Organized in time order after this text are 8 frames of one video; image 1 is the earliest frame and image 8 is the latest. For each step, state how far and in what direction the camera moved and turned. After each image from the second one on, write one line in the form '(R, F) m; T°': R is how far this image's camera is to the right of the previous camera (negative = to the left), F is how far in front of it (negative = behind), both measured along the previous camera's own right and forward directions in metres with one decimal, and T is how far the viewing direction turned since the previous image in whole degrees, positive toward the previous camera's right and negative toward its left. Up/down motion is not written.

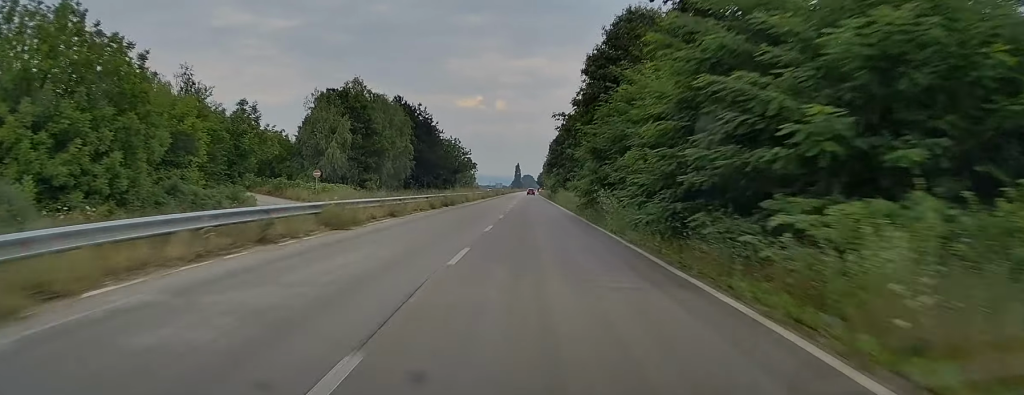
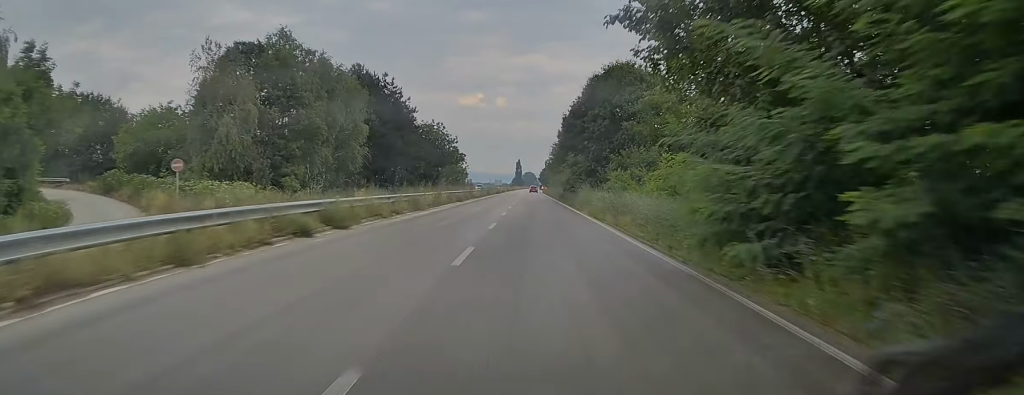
(-0.4, +27.4) m; 0°
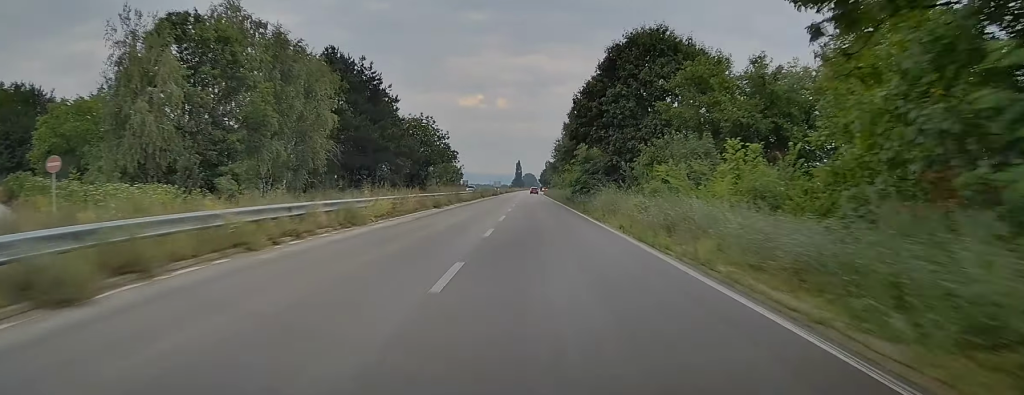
(-0.1, +11.6) m; +1°
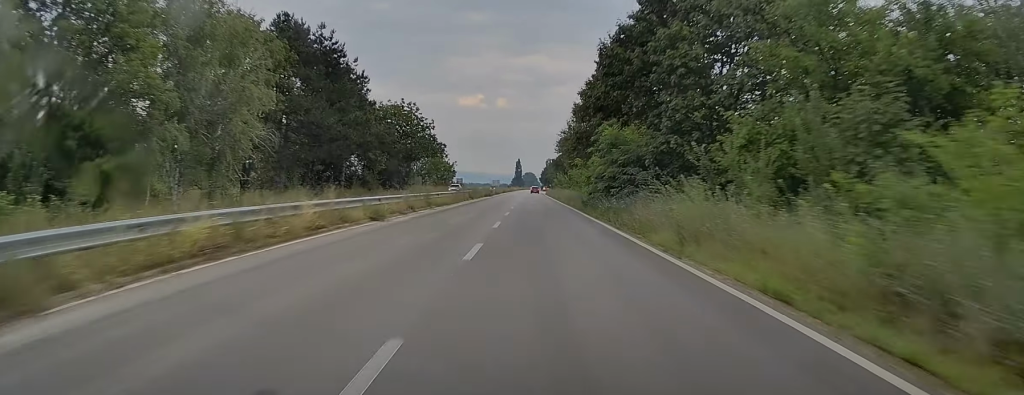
(+0.3, +14.6) m; 0°
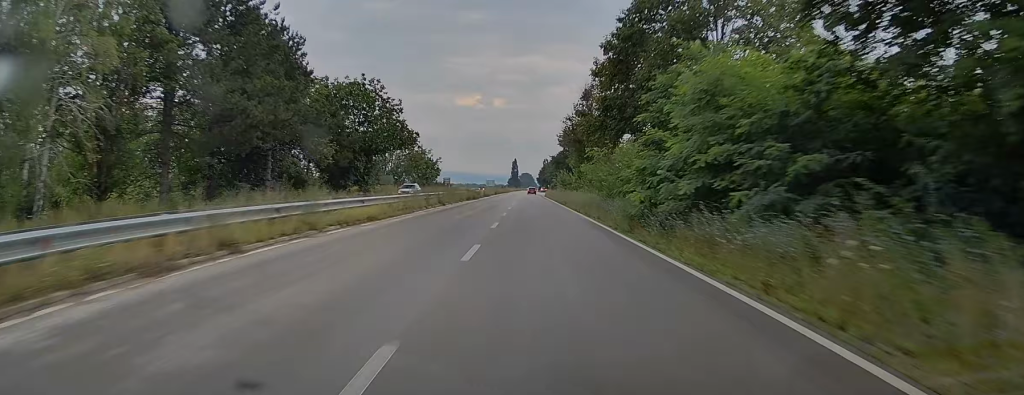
(-0.1, +18.2) m; 0°
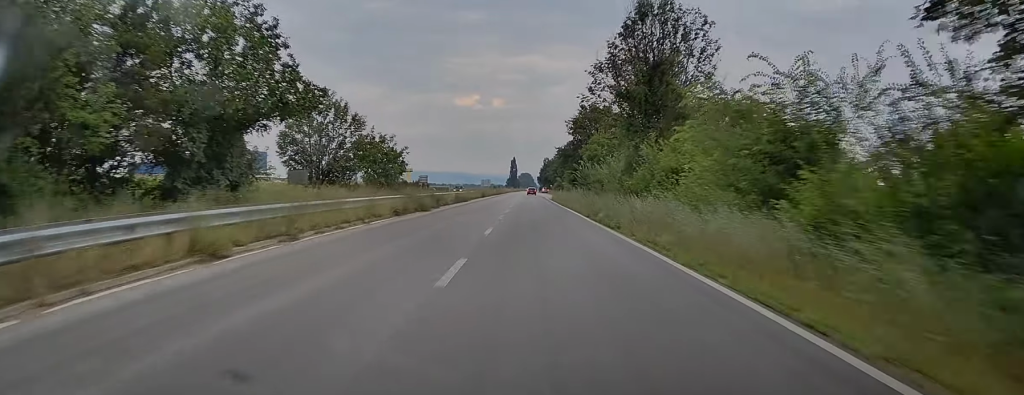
(+0.2, +29.9) m; 0°
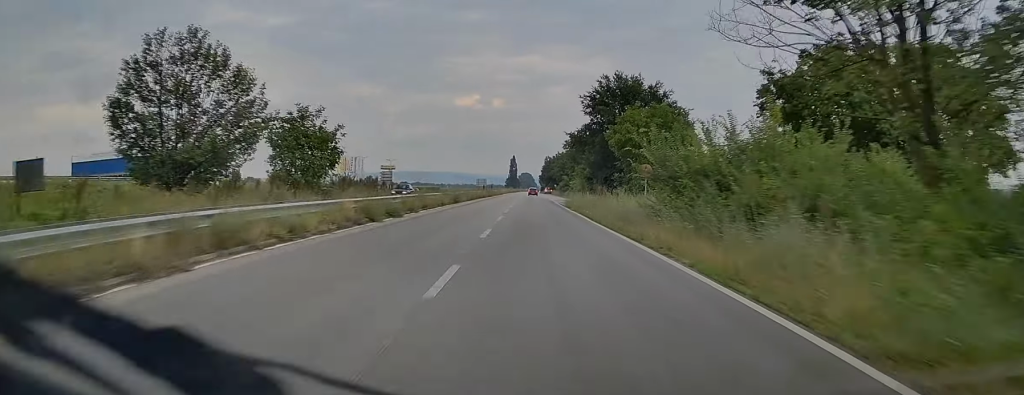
(-0.2, +27.9) m; 0°
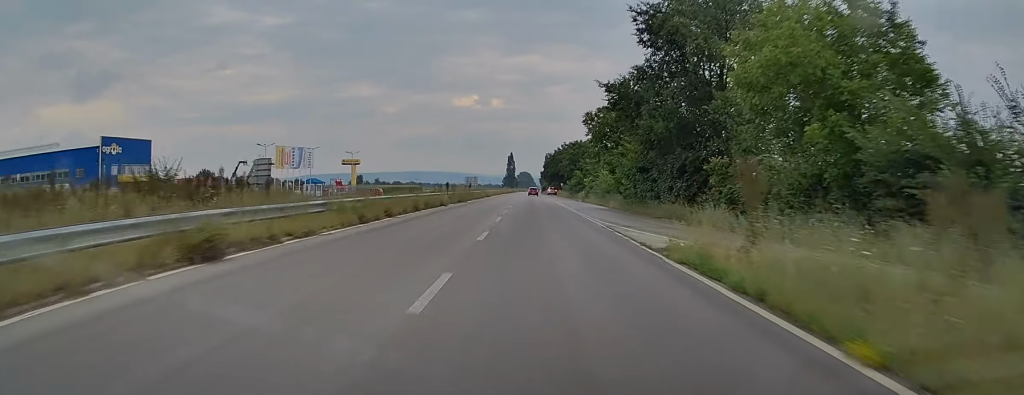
(0.0, +36.9) m; -1°
